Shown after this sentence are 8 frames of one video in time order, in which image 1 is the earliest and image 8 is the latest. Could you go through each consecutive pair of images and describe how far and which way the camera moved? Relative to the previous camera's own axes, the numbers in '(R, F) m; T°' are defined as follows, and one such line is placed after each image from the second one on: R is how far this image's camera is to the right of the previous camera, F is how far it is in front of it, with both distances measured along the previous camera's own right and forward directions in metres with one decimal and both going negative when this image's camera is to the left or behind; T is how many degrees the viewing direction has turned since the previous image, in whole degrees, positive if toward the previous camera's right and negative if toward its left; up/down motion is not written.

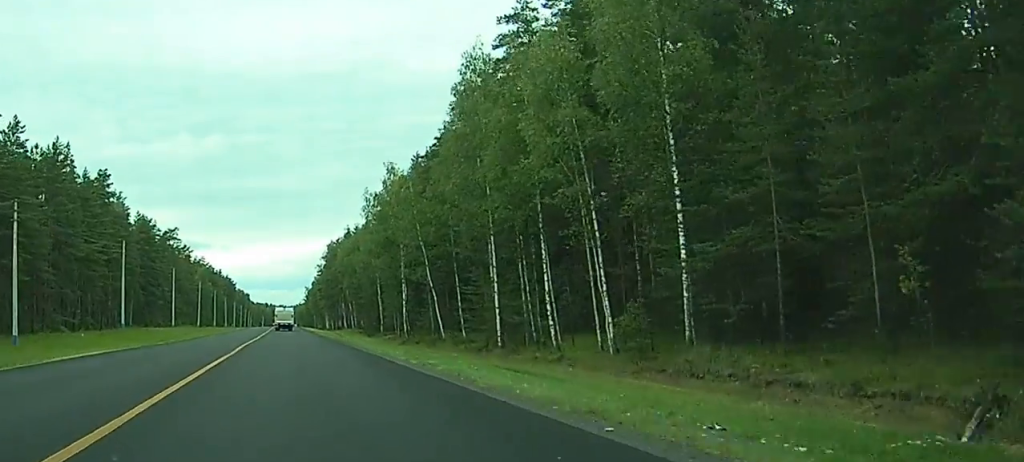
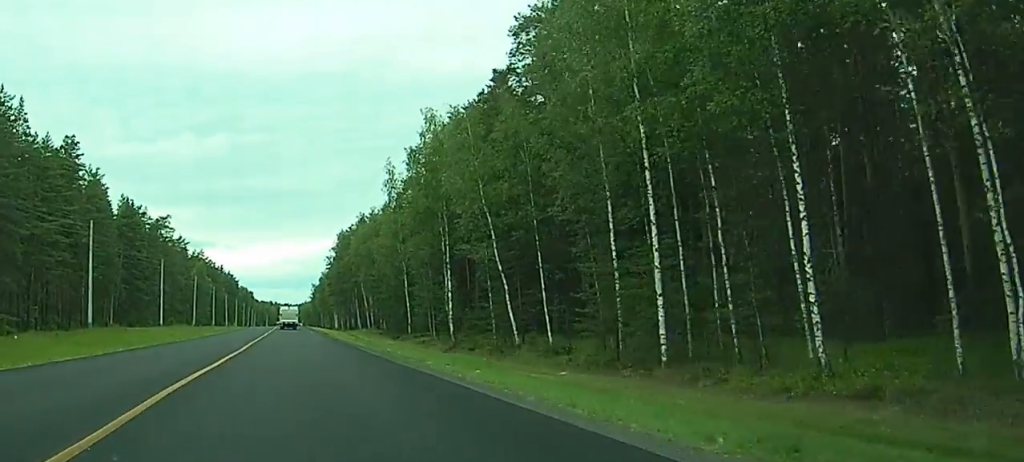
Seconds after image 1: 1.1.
(-0.5, +25.8) m; +1°
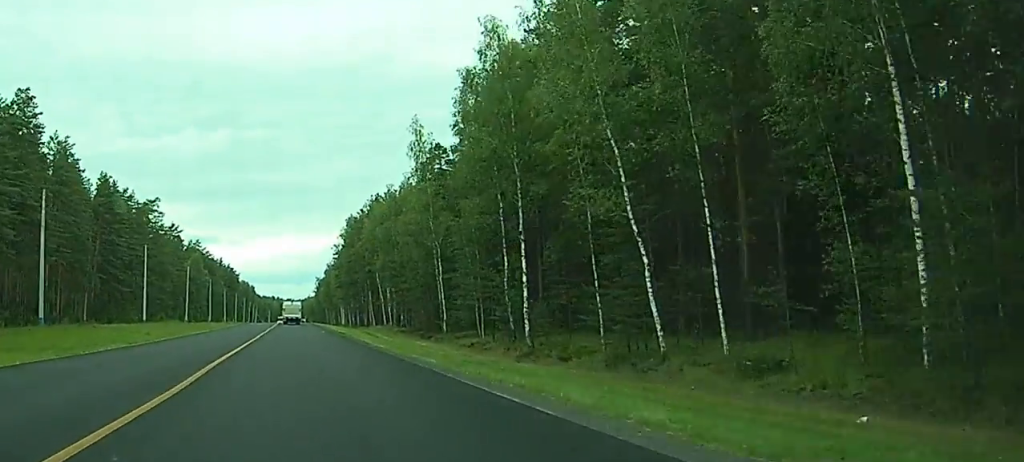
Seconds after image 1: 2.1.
(+1.0, +23.0) m; +1°
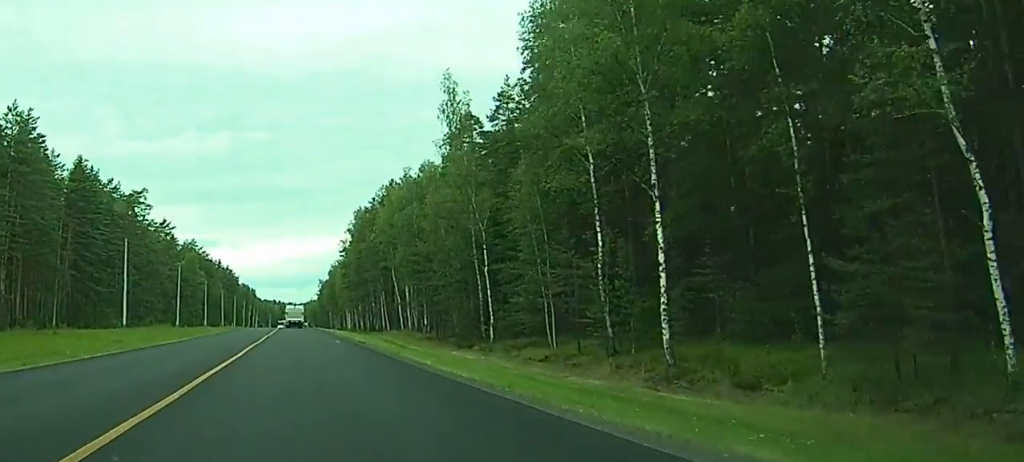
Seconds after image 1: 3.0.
(-0.4, +19.5) m; -2°
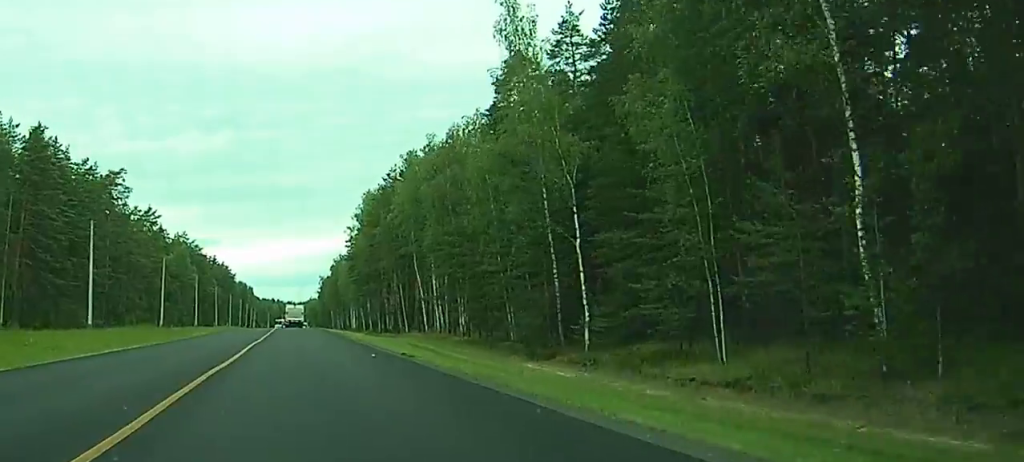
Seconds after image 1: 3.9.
(-0.3, +22.1) m; -1°
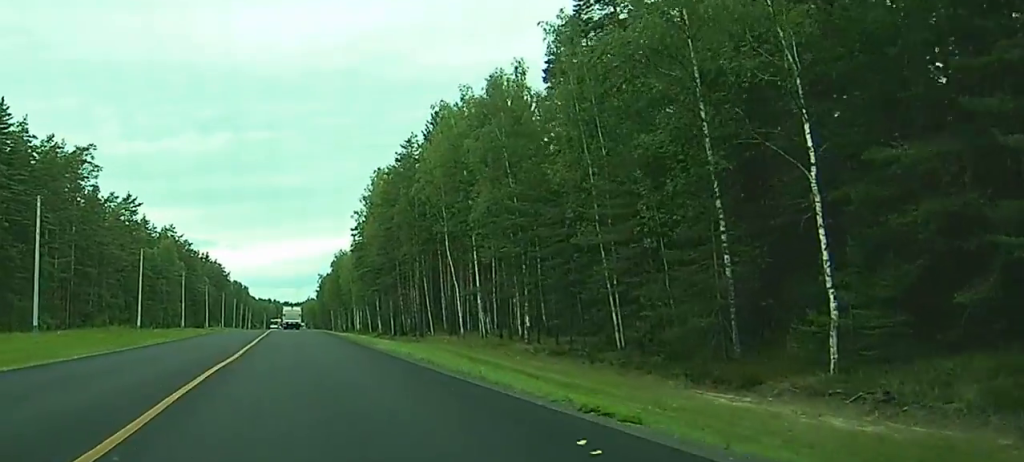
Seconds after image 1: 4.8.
(+0.1, +22.3) m; 0°
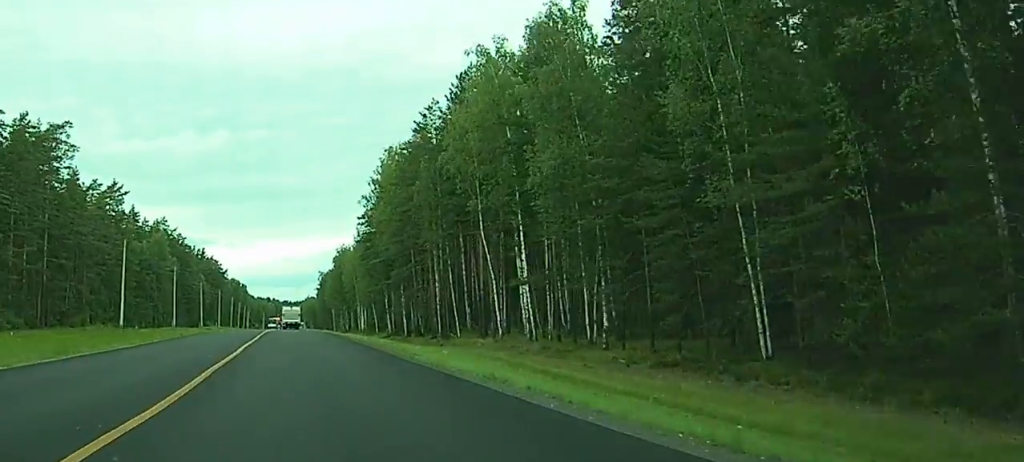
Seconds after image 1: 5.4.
(+0.1, +14.4) m; 0°
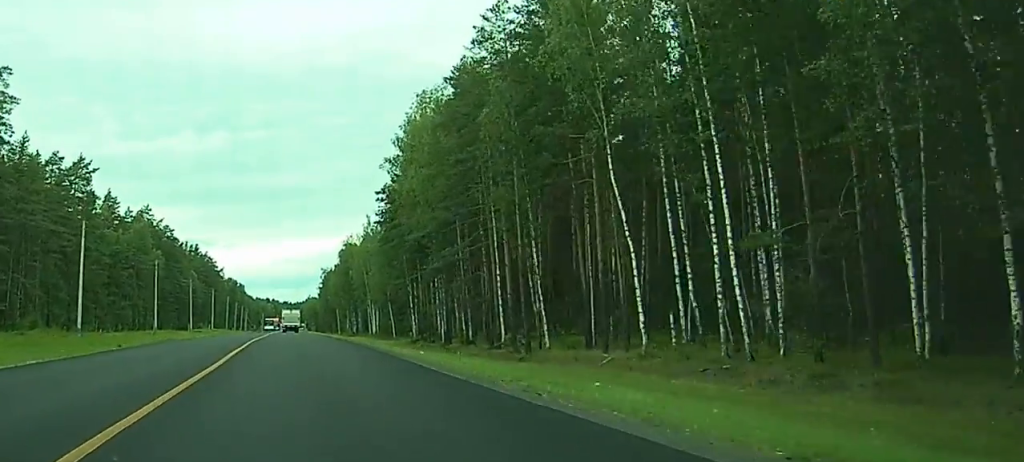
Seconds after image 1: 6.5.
(+0.1, +26.5) m; 0°
